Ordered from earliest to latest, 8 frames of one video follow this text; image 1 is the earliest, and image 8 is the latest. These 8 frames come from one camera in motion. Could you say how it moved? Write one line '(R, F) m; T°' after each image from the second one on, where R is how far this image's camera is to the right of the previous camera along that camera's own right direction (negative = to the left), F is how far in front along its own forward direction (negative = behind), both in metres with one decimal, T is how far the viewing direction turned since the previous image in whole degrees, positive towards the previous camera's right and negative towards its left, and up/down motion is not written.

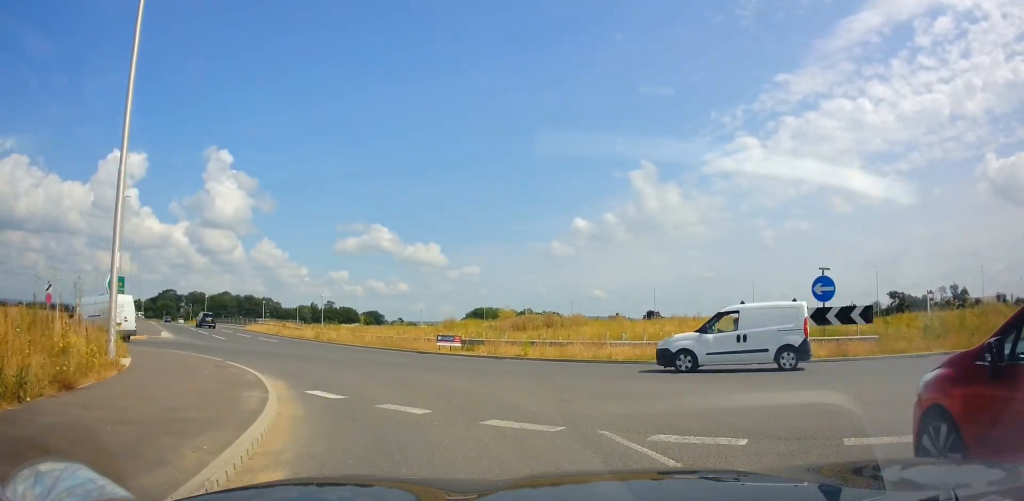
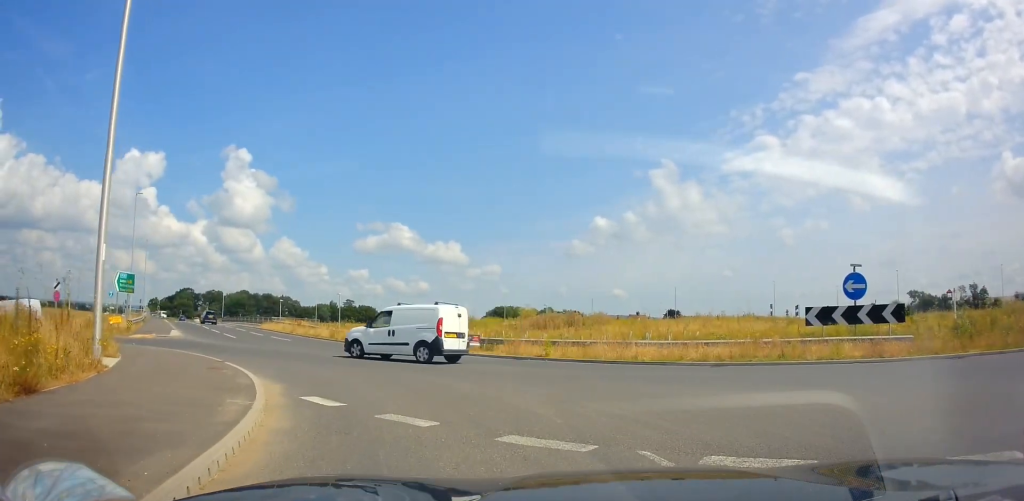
(-0.2, +1.0) m; 0°
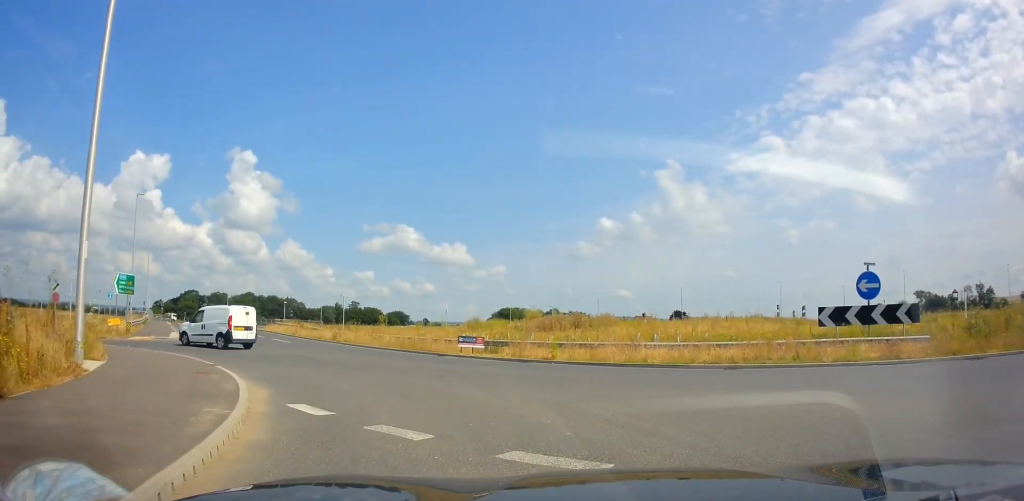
(+0.1, +0.6) m; 0°
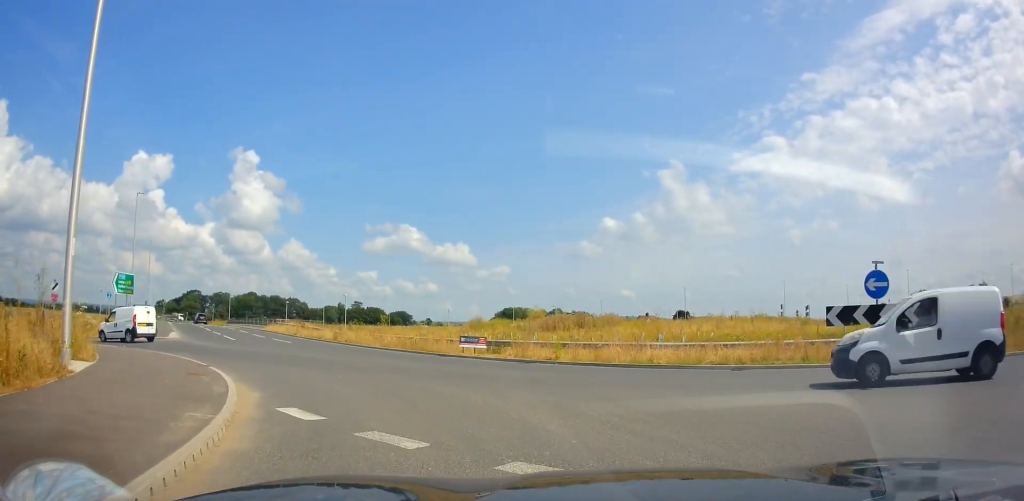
(0.0, +0.2) m; 0°
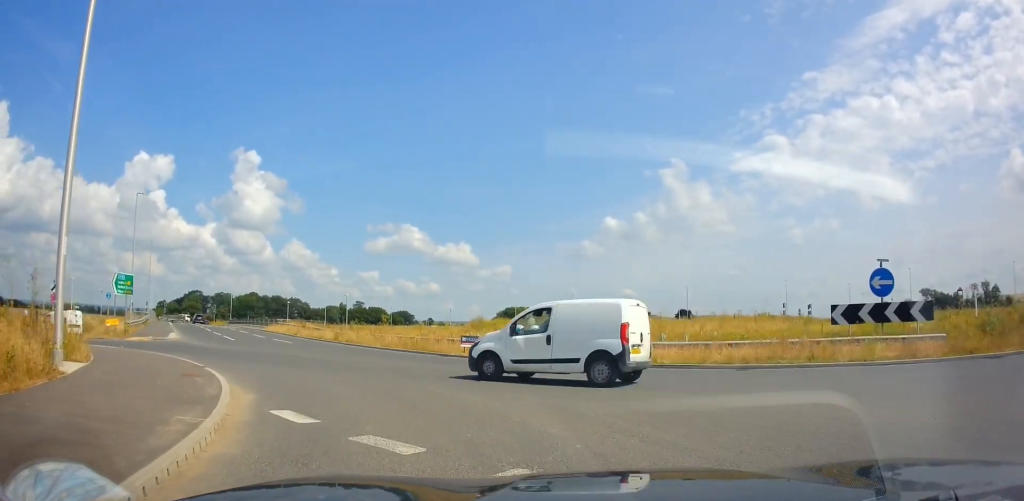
(0.0, +0.2) m; 0°
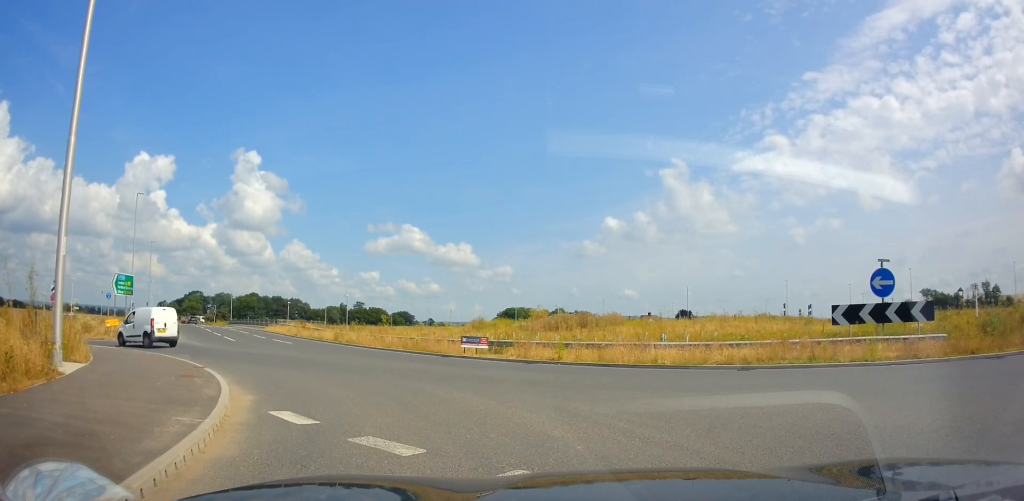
(-0.1, +0.2) m; 0°
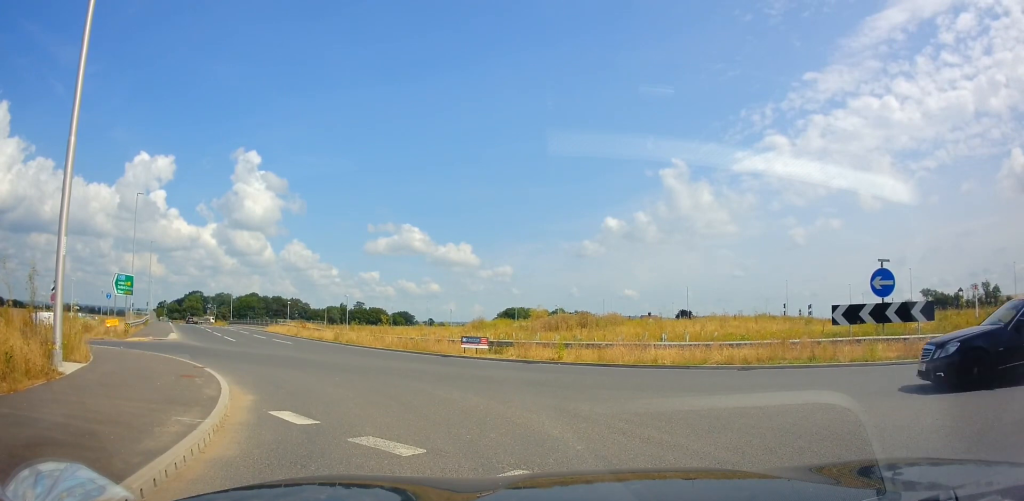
(0.0, 0.0) m; 0°
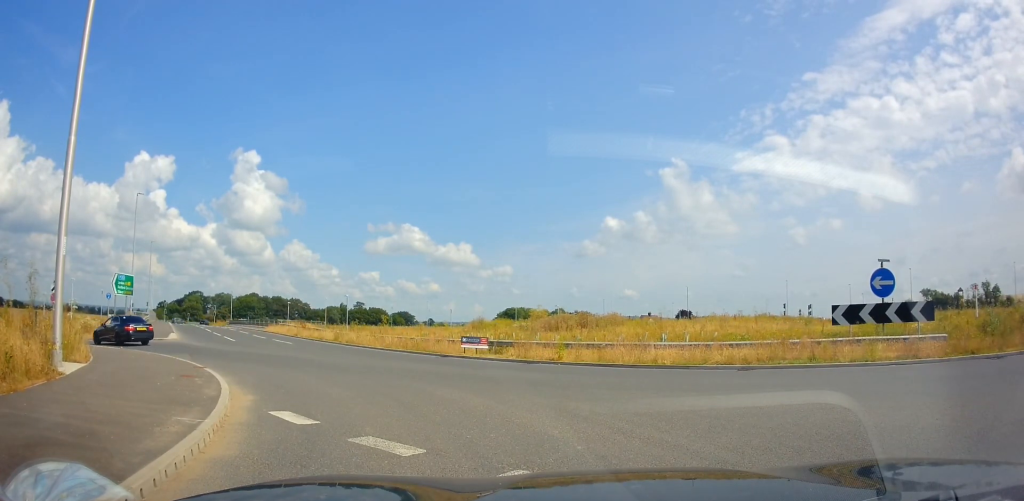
(-0.2, +0.4) m; 0°
